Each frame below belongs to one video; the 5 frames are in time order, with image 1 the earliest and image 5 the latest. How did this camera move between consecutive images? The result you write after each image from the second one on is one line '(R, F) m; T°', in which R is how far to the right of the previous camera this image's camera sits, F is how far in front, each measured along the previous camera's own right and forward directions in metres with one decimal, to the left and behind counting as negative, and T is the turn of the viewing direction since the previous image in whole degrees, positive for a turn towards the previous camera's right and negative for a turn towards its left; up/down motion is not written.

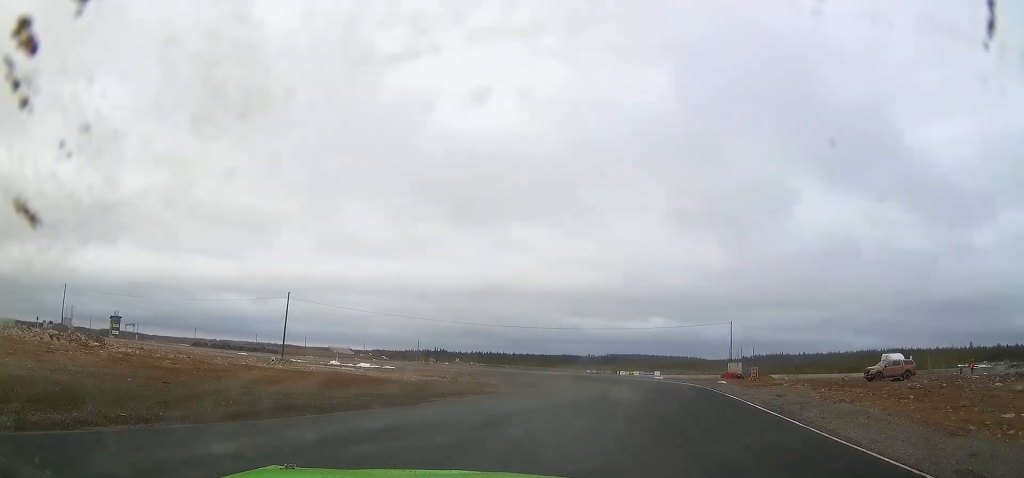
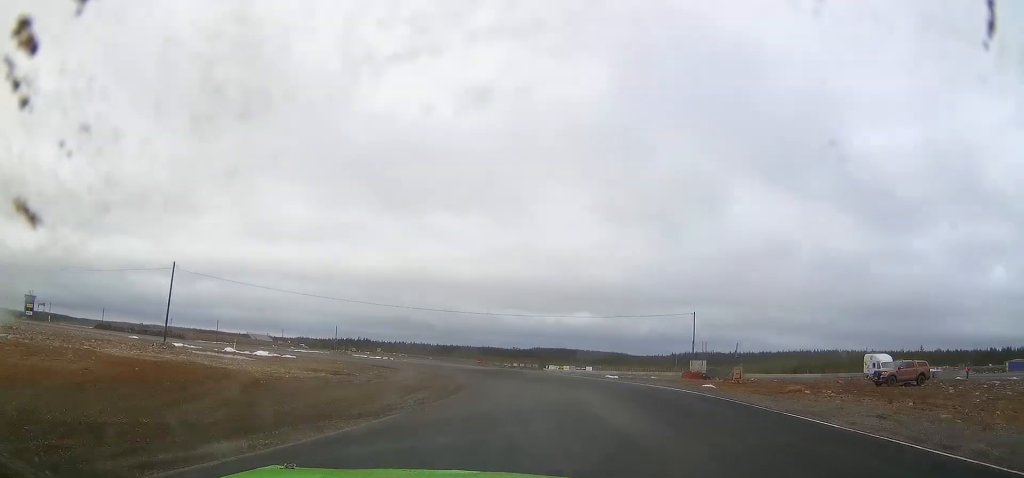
(+0.9, +9.3) m; +11°
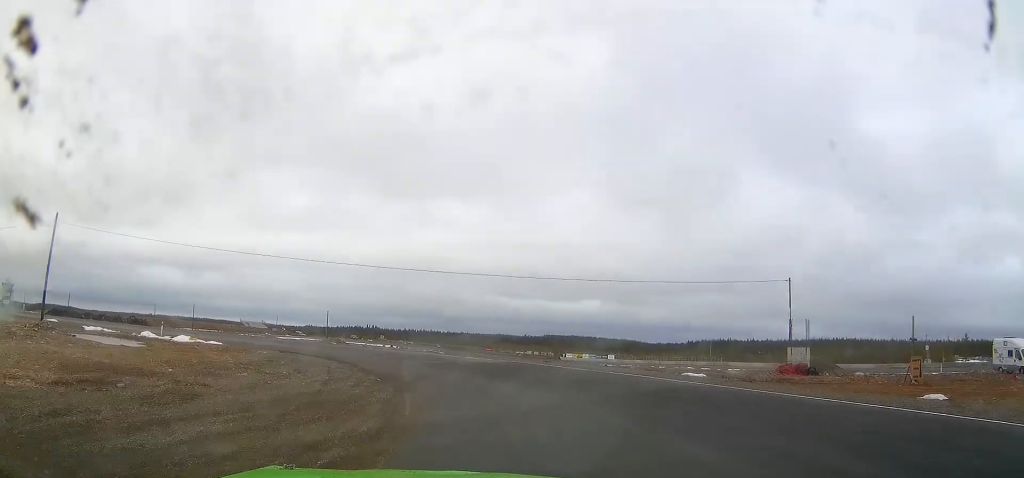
(+1.8, +16.5) m; +8°
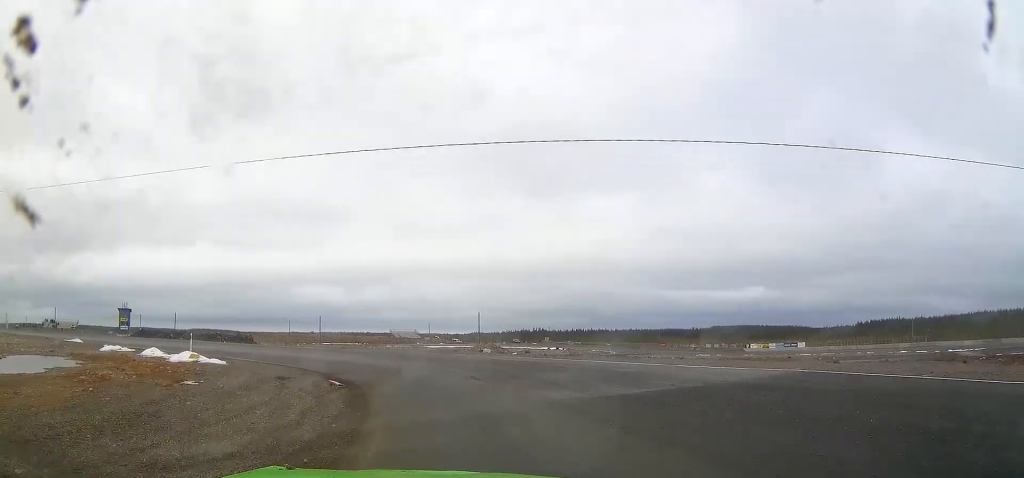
(-0.2, +20.9) m; -9°
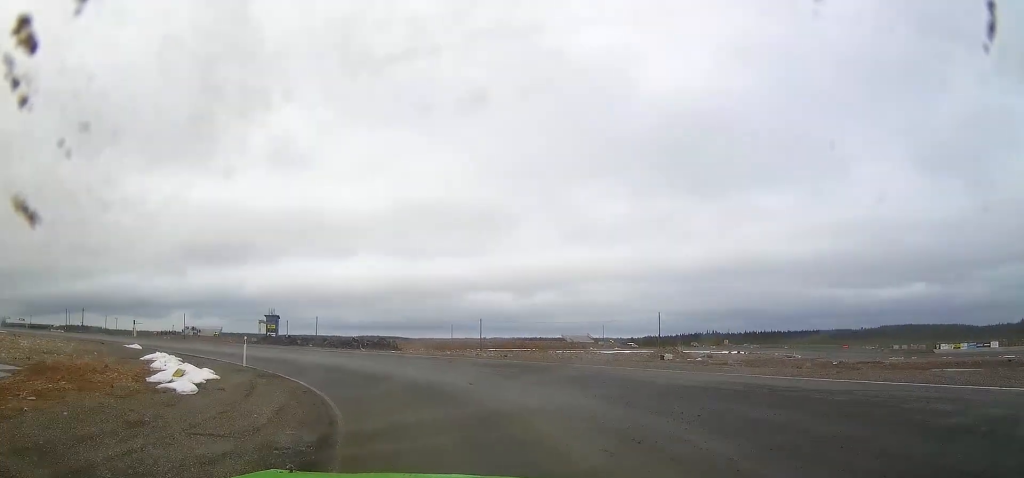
(-1.7, +14.2) m; -16°
